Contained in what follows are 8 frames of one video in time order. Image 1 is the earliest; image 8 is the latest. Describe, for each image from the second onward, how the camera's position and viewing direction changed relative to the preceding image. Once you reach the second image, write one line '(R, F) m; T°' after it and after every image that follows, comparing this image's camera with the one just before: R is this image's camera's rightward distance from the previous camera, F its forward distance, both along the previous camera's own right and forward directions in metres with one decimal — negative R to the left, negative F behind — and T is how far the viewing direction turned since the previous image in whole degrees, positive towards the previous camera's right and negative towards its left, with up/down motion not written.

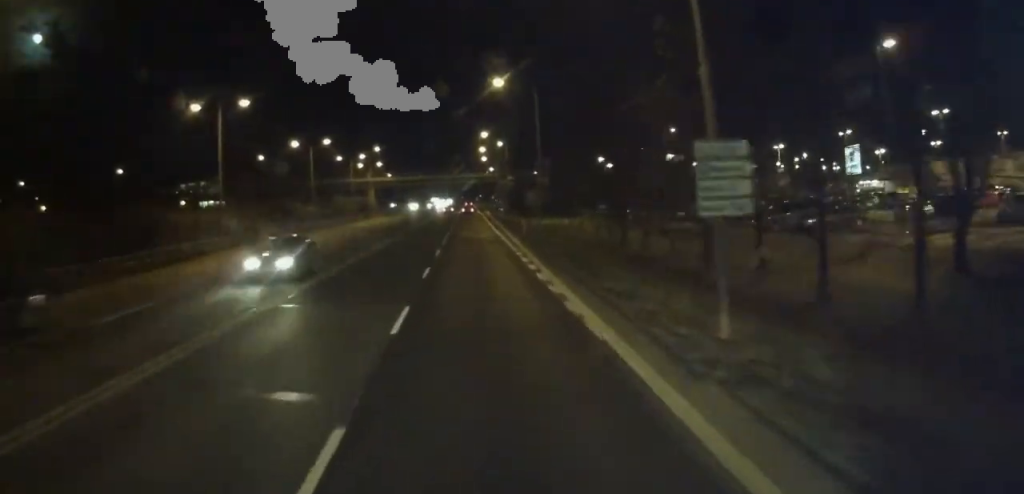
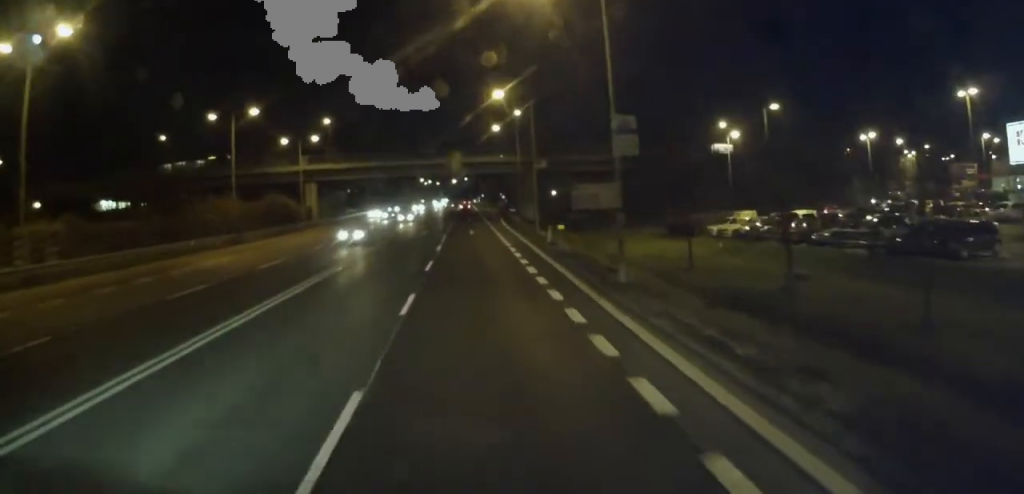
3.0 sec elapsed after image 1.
(+0.2, +49.7) m; 0°
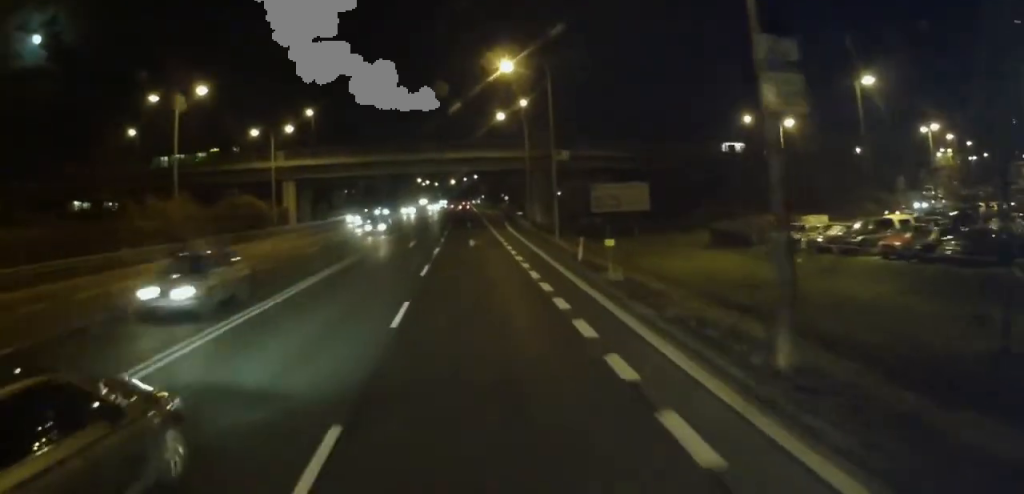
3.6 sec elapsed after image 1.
(0.0, +10.2) m; 0°
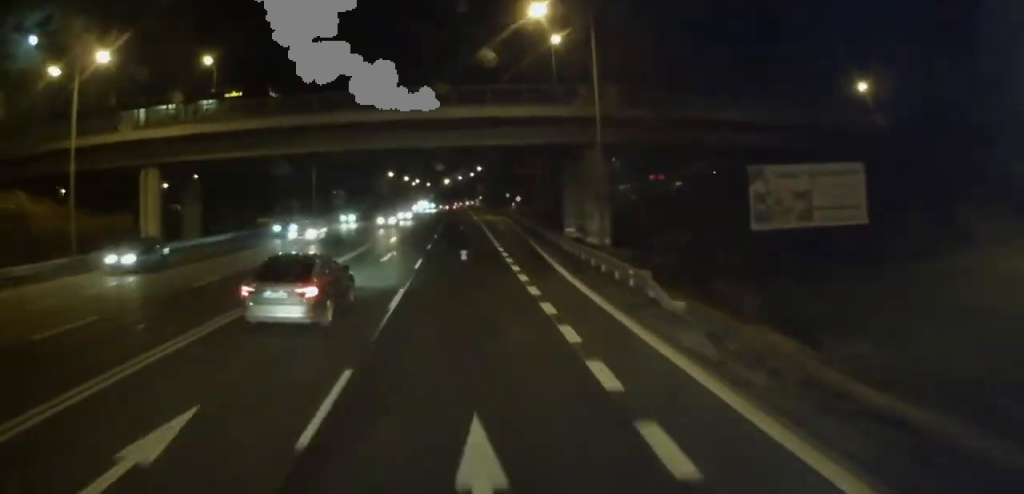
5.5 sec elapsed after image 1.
(-0.1, +32.8) m; -2°
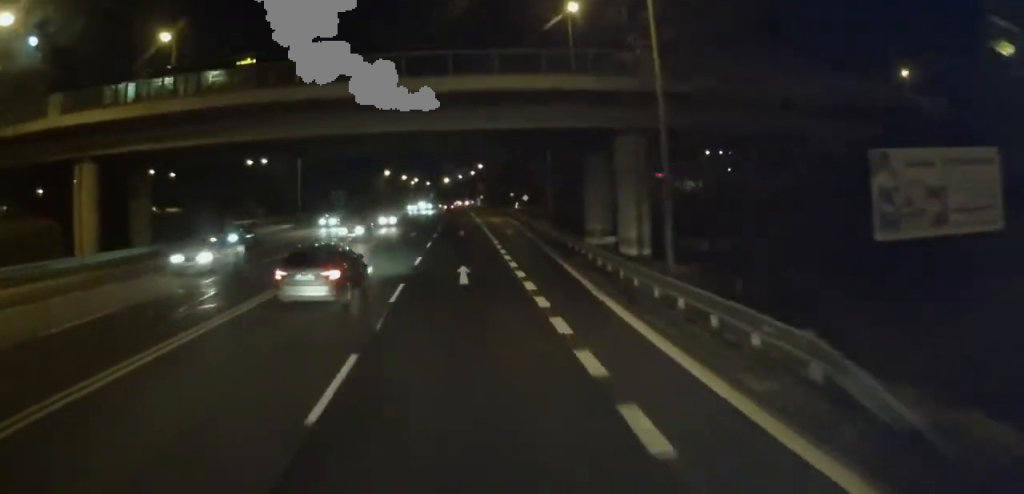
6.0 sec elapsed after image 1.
(-0.1, +8.2) m; 0°
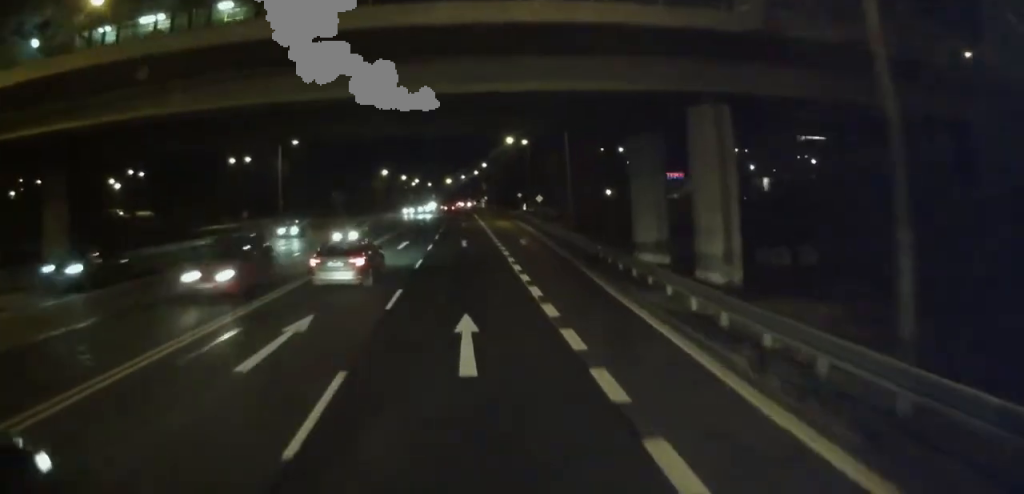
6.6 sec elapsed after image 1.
(-0.1, +10.0) m; 0°
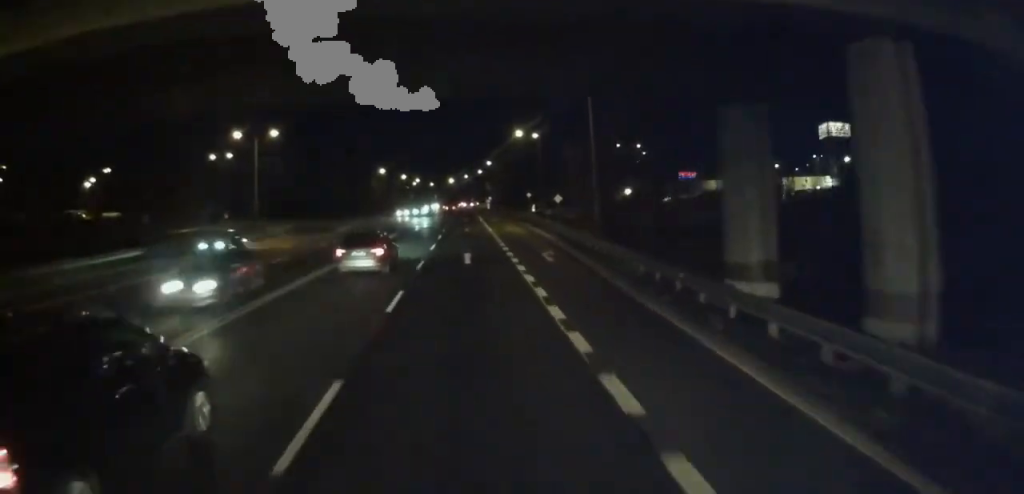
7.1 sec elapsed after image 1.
(+0.1, +9.5) m; +1°
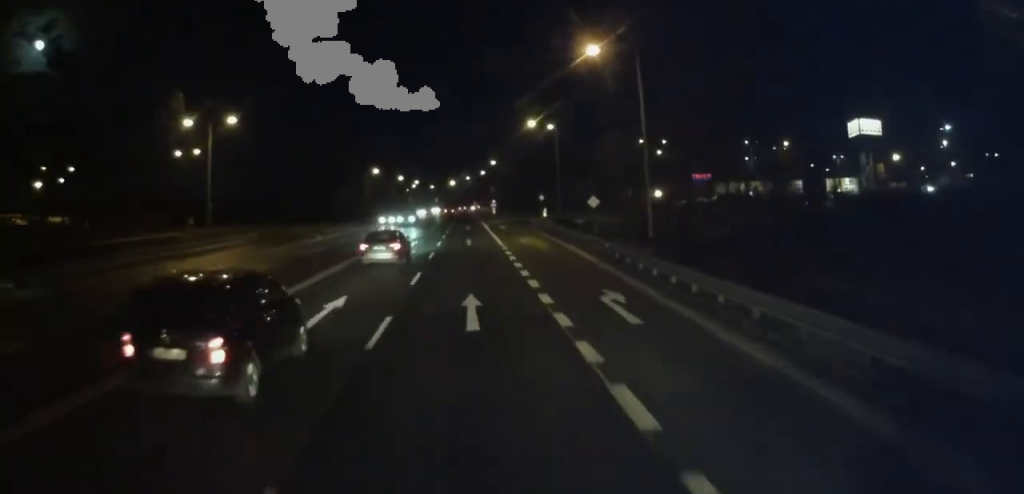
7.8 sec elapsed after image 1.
(+0.2, +12.4) m; +1°
